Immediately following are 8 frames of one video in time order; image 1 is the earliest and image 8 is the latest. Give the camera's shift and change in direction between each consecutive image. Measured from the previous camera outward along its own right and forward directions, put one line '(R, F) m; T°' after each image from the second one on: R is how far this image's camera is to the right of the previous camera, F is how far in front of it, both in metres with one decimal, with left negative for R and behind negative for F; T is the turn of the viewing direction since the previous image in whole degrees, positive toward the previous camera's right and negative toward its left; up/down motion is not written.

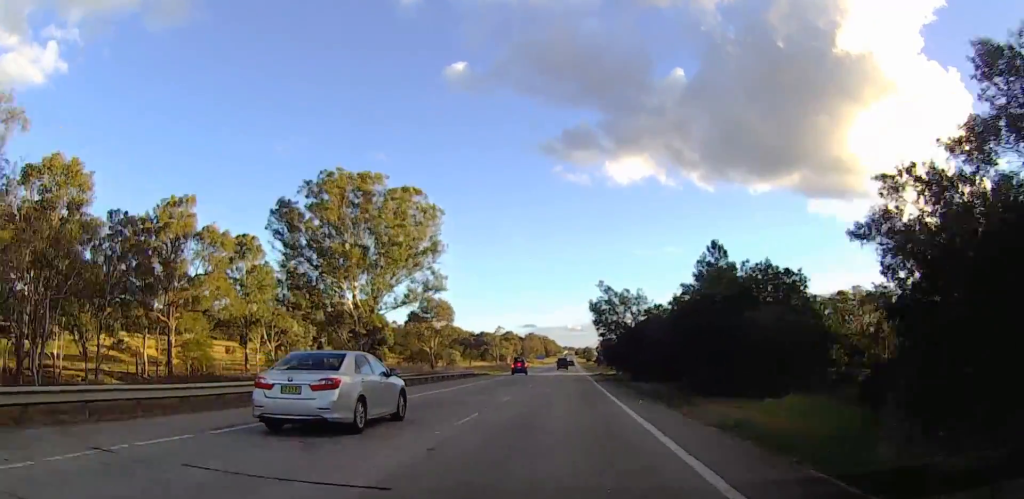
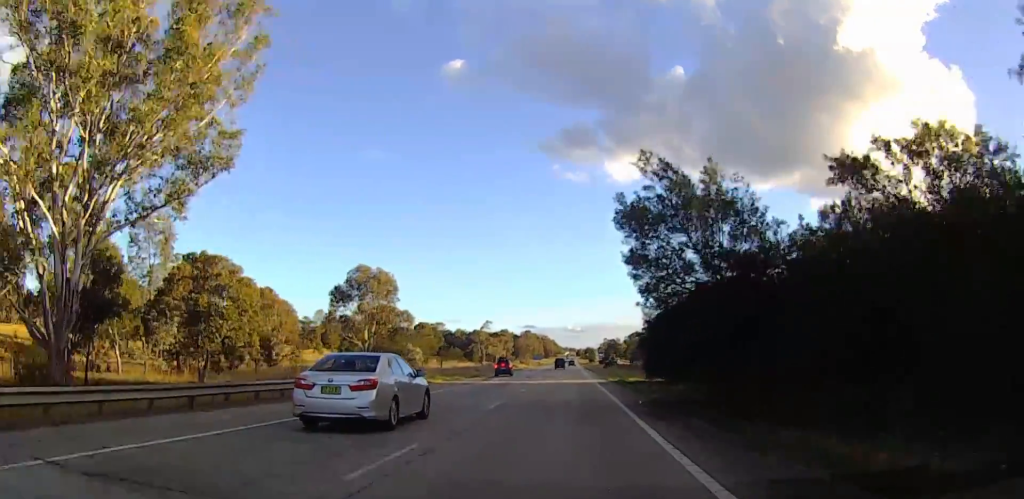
(+0.2, +28.1) m; +1°
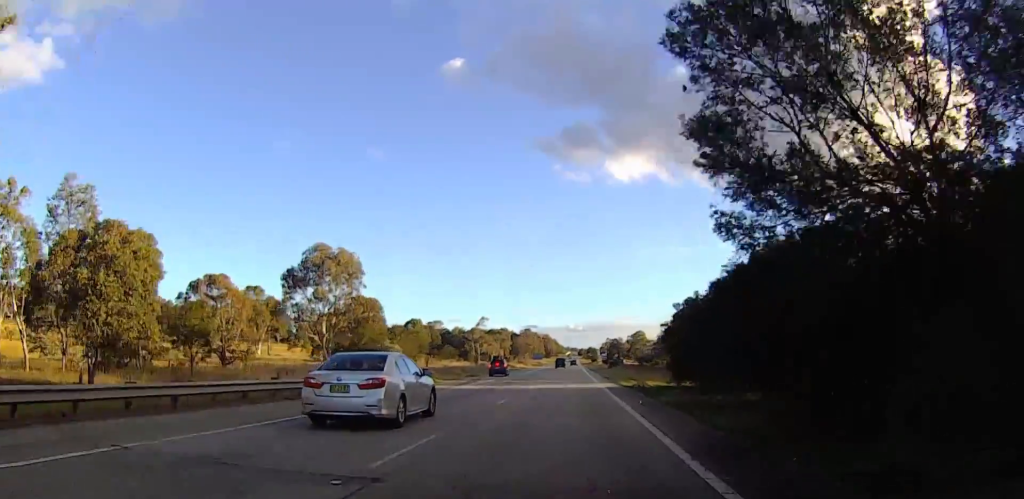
(0.0, +10.7) m; 0°
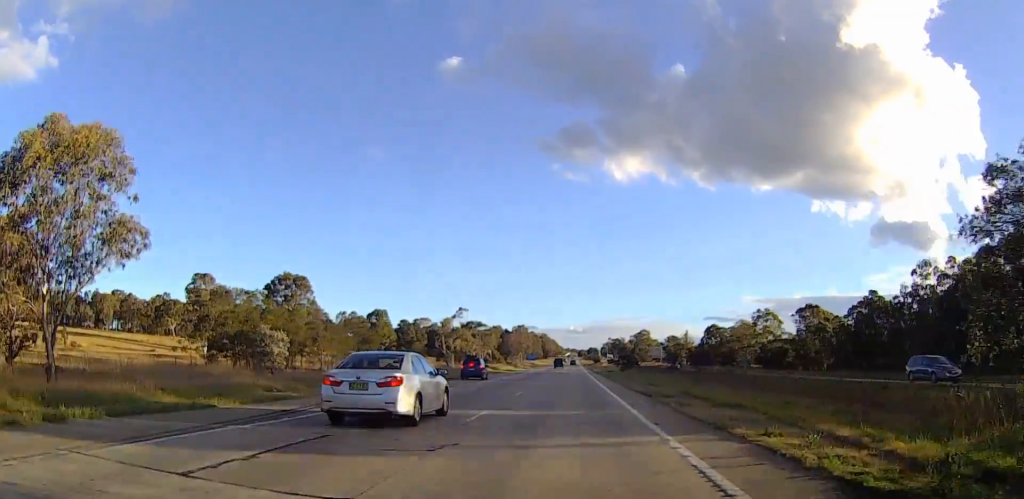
(-0.3, +29.6) m; -1°
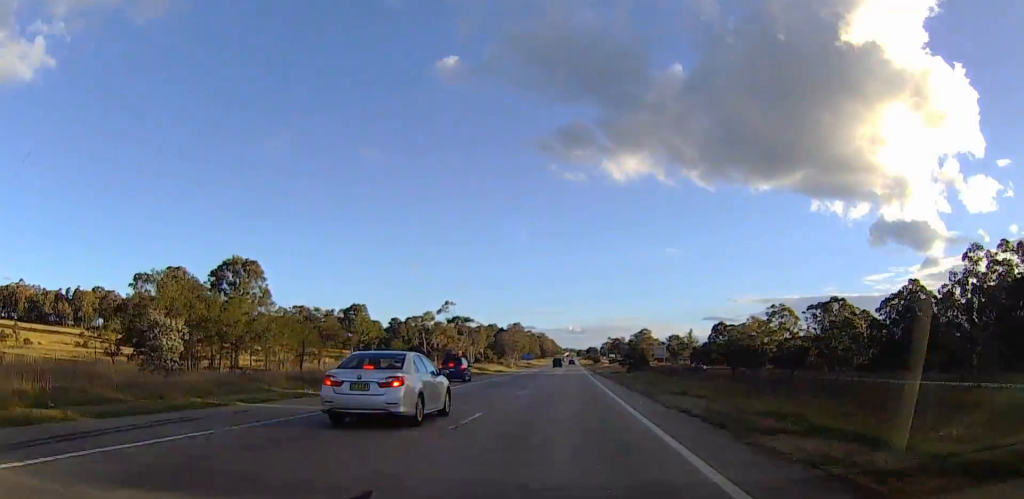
(0.0, +12.7) m; 0°
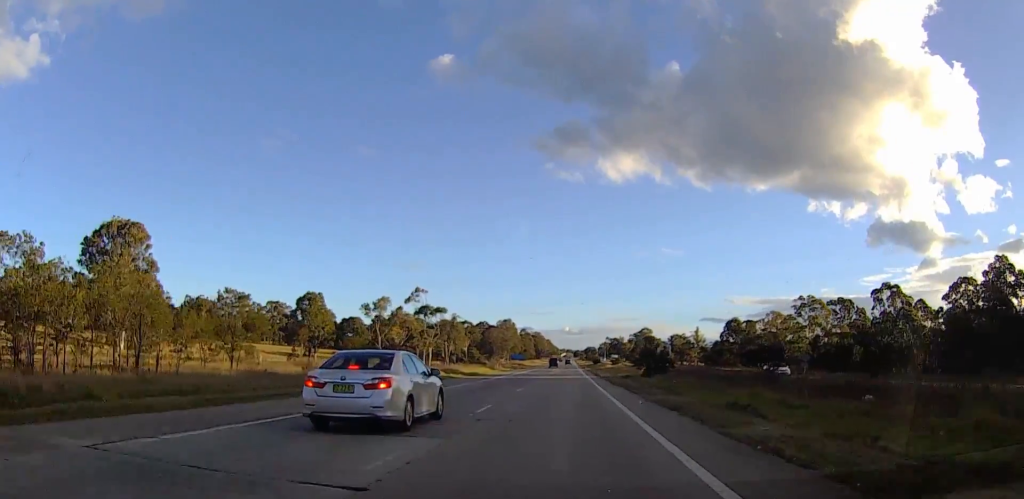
(0.0, +20.1) m; 0°
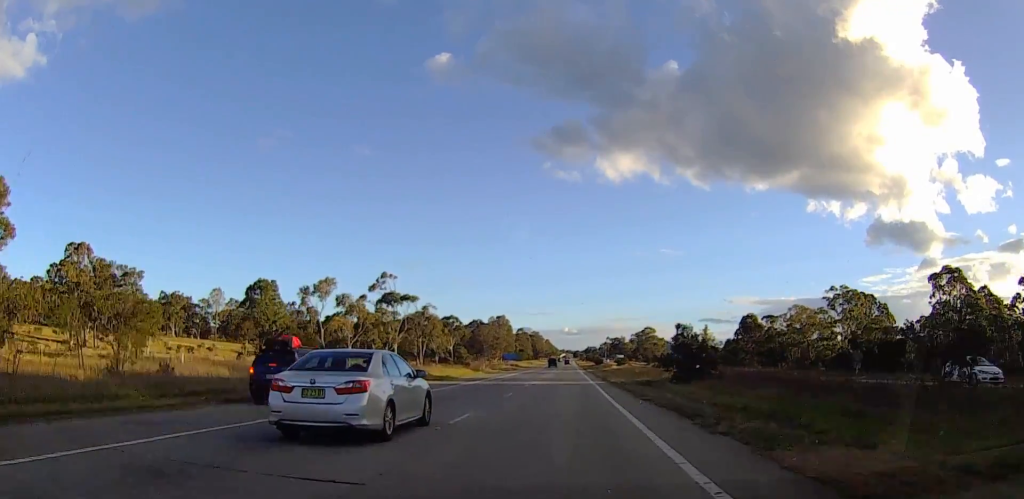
(0.0, +16.4) m; 0°
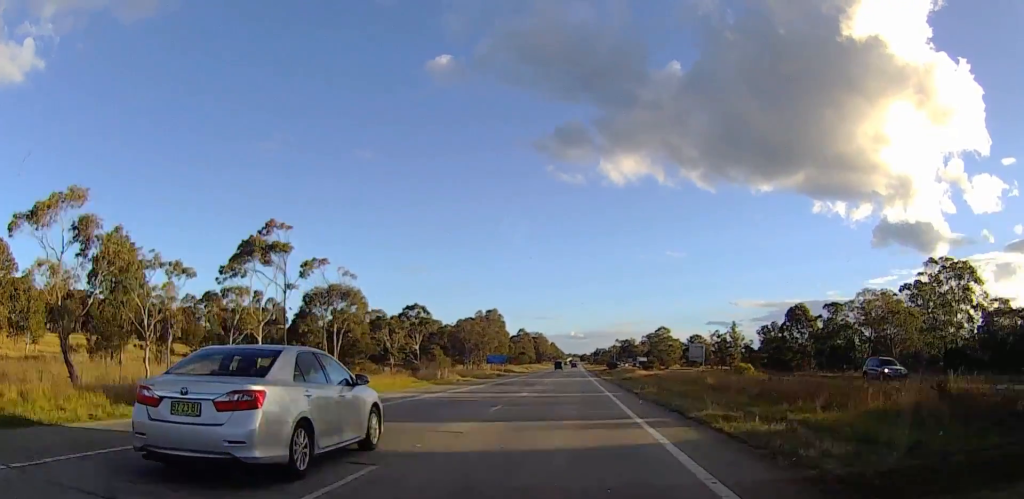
(0.0, +31.5) m; 0°
